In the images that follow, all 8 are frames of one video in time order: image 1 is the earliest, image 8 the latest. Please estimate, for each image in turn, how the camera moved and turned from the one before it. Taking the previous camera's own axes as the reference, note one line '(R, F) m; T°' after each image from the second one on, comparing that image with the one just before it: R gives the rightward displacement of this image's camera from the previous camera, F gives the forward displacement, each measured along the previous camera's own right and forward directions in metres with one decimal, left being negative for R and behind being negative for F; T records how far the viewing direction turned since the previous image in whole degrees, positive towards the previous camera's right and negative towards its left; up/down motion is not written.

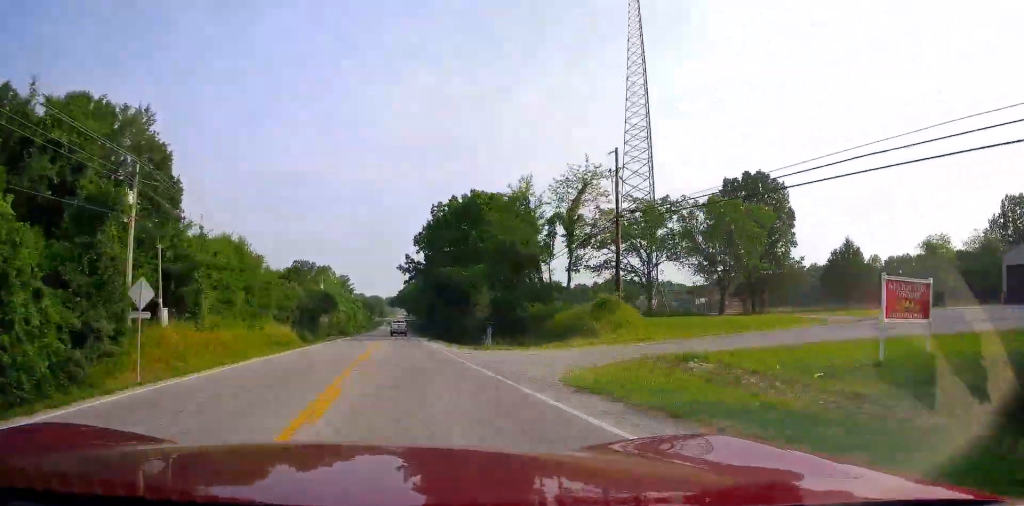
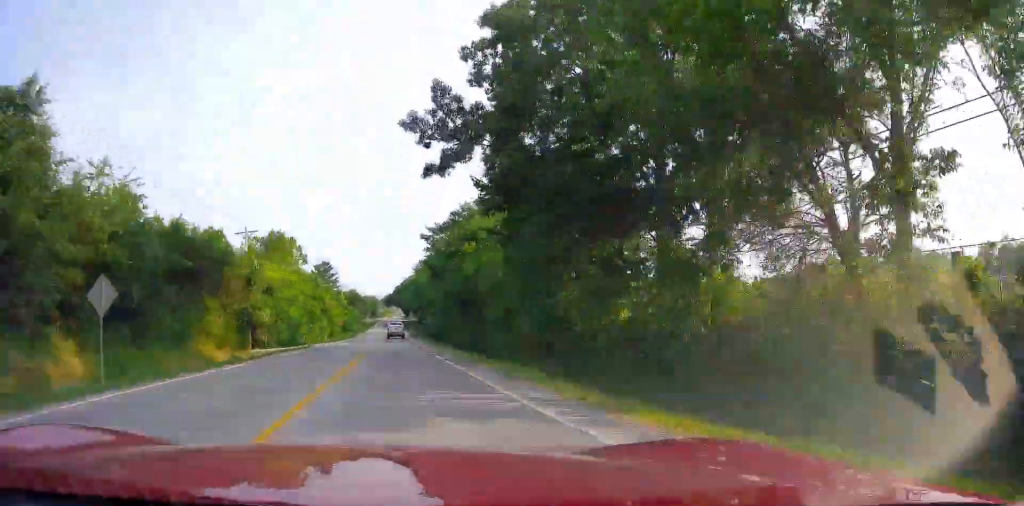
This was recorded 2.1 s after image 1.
(+0.7, +54.9) m; +1°
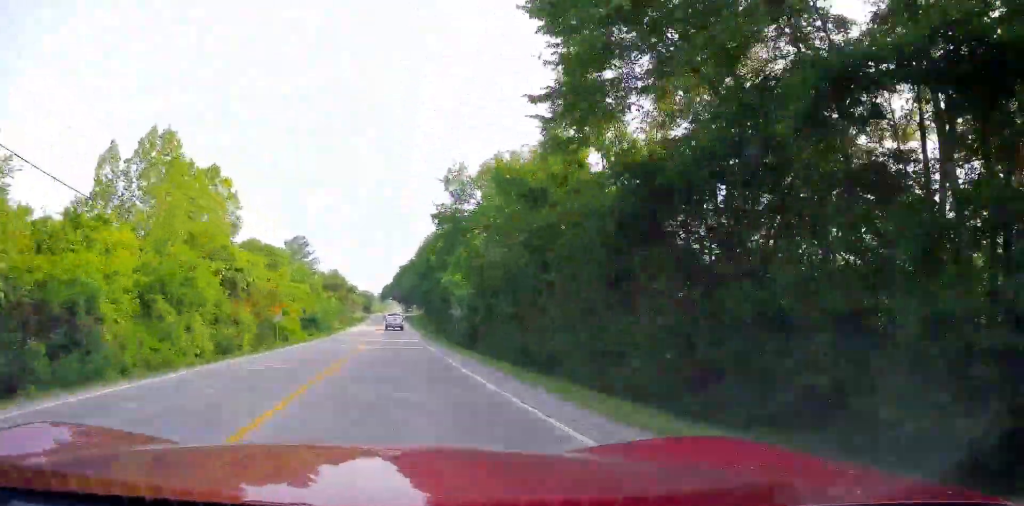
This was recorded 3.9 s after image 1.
(+0.1, +48.8) m; 0°
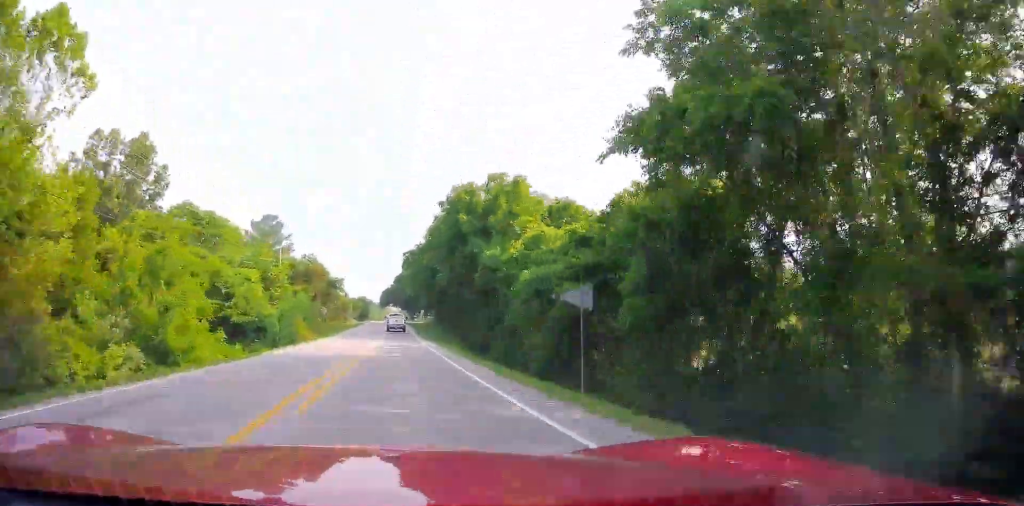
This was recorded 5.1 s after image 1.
(0.0, +34.9) m; 0°
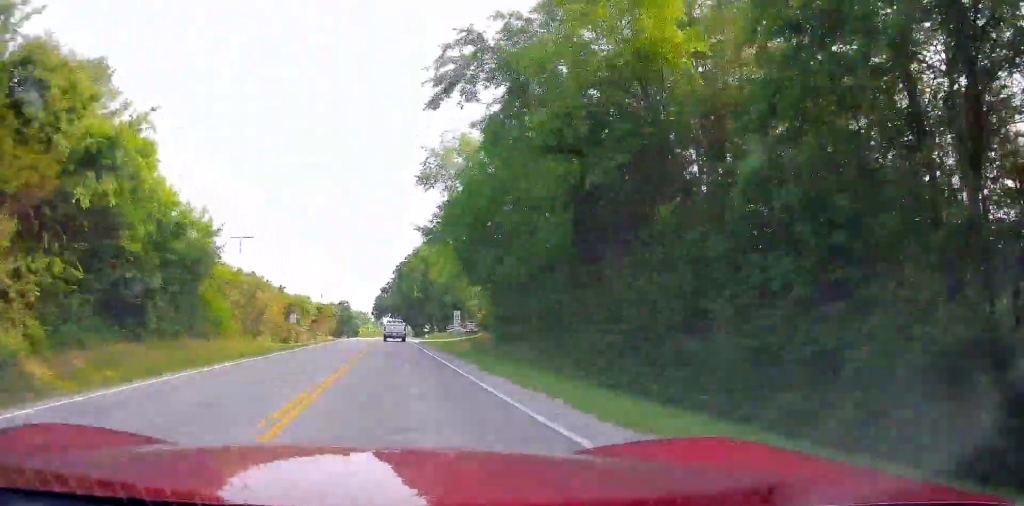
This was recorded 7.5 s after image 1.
(+0.6, +65.6) m; +1°
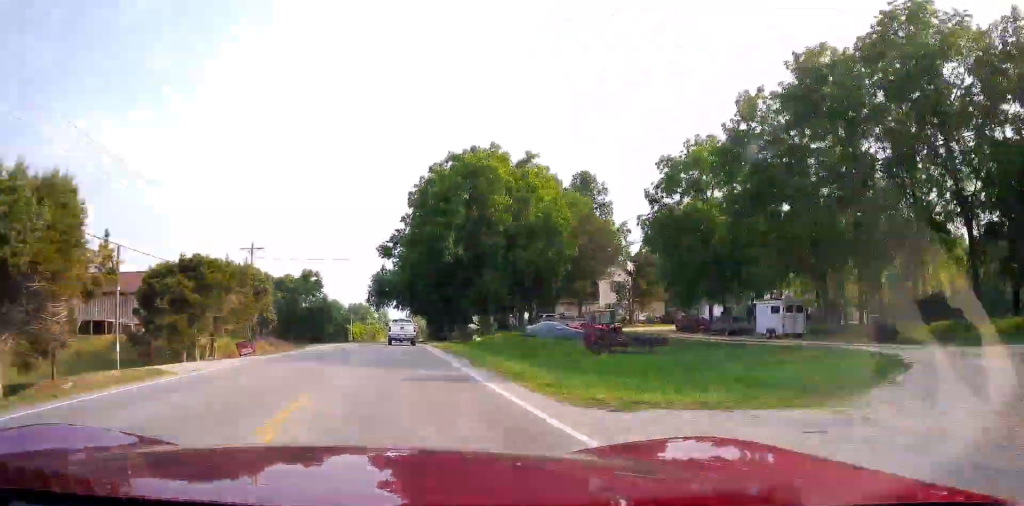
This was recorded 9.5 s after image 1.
(-0.2, +59.0) m; -1°
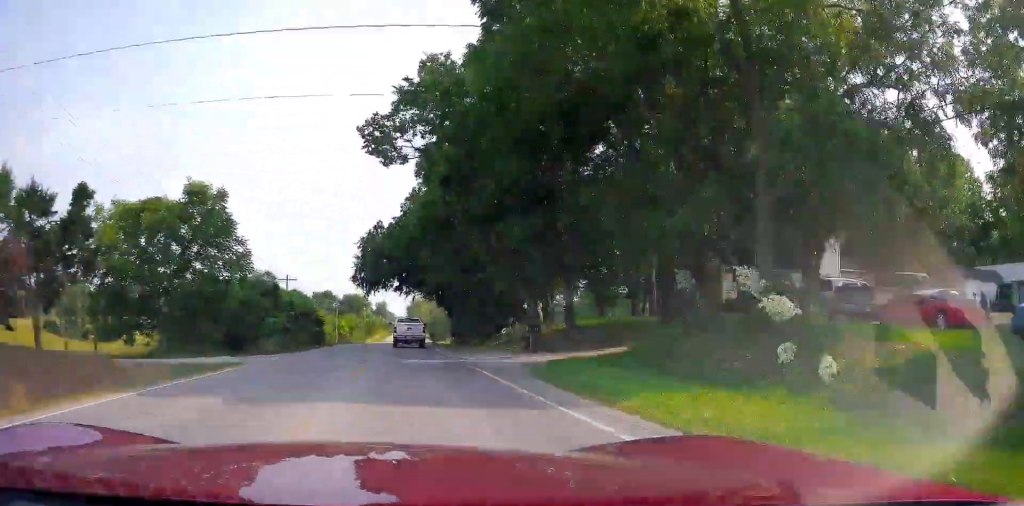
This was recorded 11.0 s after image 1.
(-0.4, +42.0) m; 0°
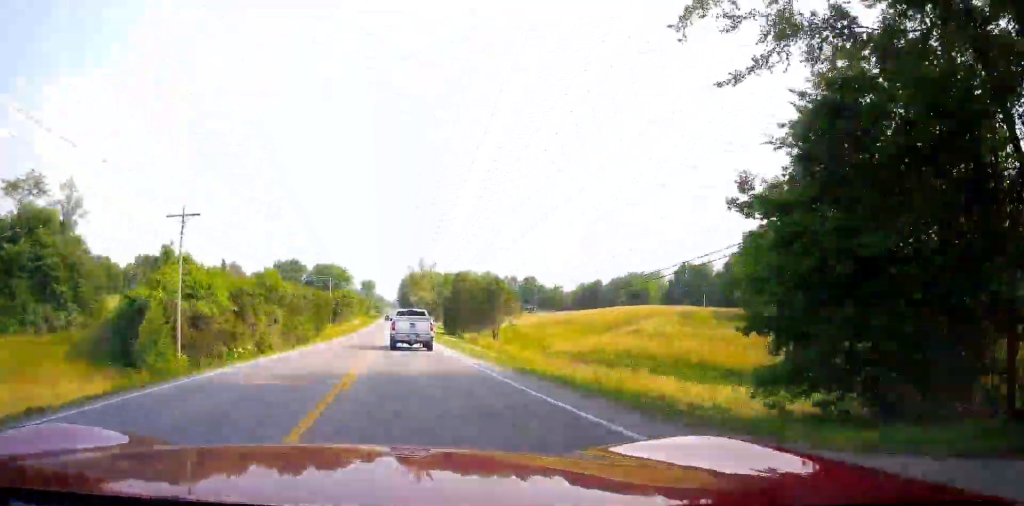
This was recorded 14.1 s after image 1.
(+1.3, +88.5) m; +2°
